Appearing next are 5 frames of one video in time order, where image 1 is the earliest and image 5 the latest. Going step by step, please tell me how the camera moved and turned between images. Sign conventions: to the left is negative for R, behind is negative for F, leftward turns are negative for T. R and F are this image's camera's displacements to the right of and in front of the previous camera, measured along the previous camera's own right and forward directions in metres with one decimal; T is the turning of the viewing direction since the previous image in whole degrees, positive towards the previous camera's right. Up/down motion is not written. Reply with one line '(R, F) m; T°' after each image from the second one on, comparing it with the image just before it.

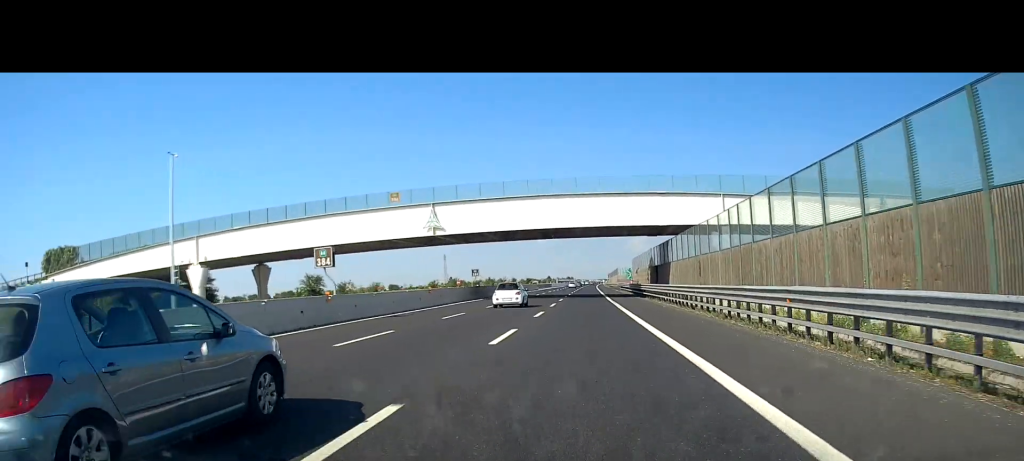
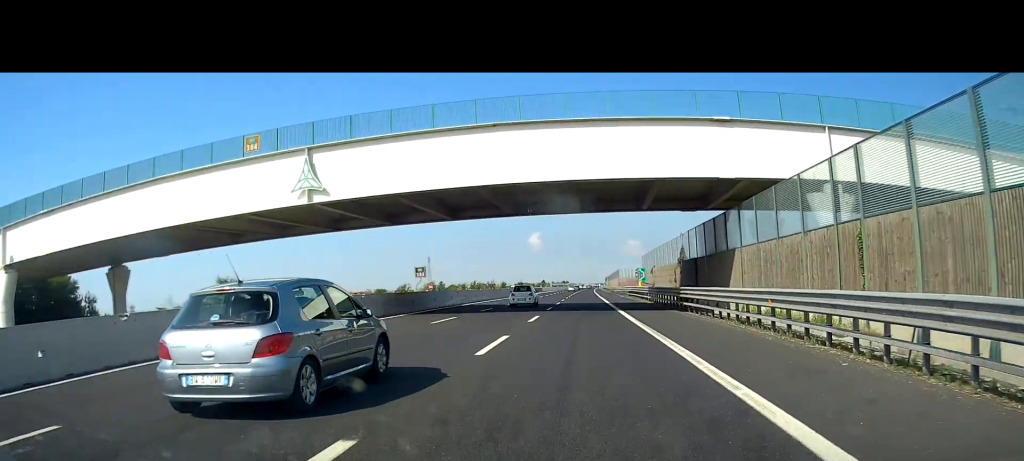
(+0.3, +25.3) m; 0°
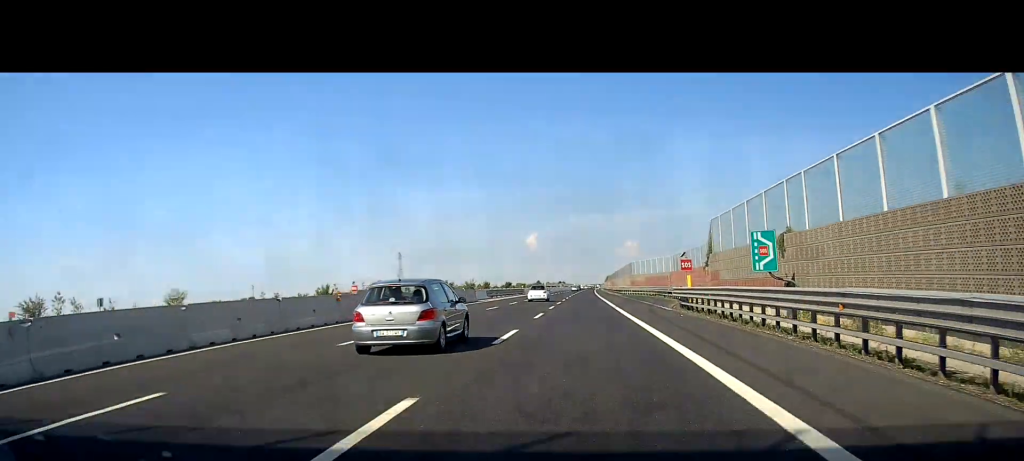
(-0.2, +45.2) m; 0°
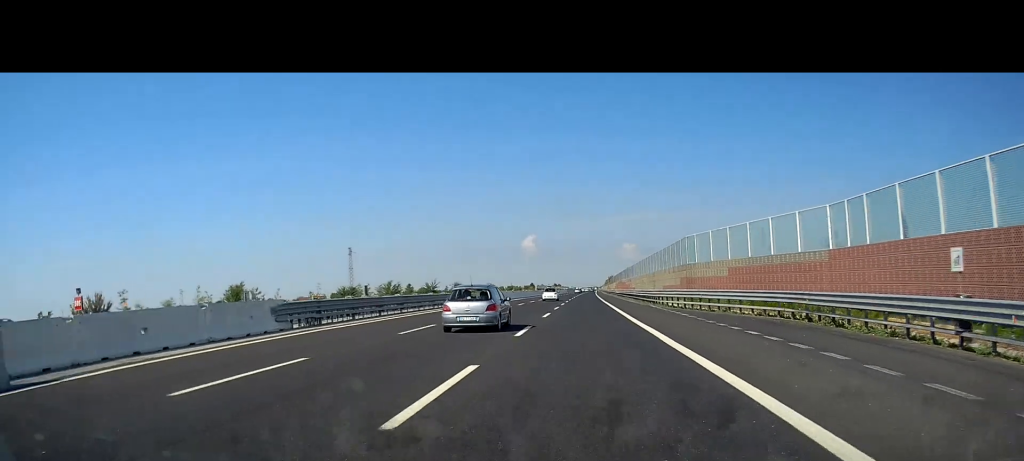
(+0.3, +55.0) m; 0°
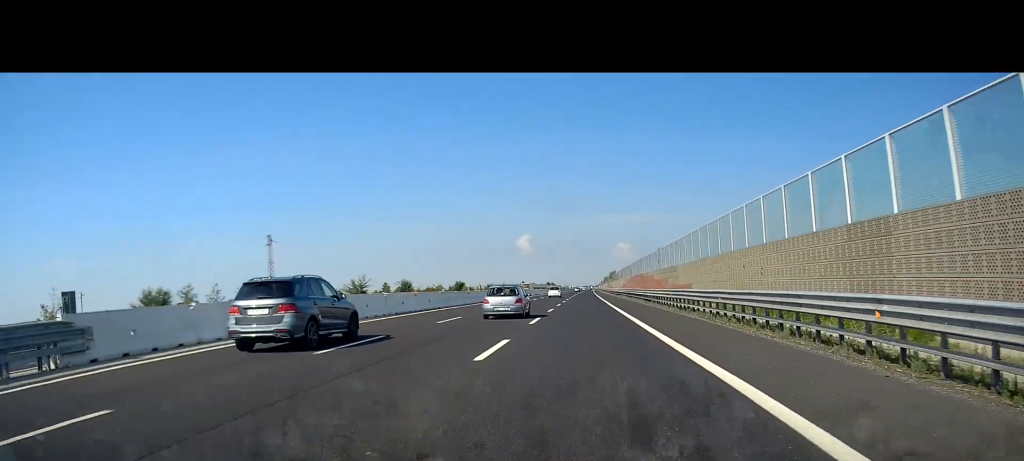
(0.0, +54.2) m; +1°
